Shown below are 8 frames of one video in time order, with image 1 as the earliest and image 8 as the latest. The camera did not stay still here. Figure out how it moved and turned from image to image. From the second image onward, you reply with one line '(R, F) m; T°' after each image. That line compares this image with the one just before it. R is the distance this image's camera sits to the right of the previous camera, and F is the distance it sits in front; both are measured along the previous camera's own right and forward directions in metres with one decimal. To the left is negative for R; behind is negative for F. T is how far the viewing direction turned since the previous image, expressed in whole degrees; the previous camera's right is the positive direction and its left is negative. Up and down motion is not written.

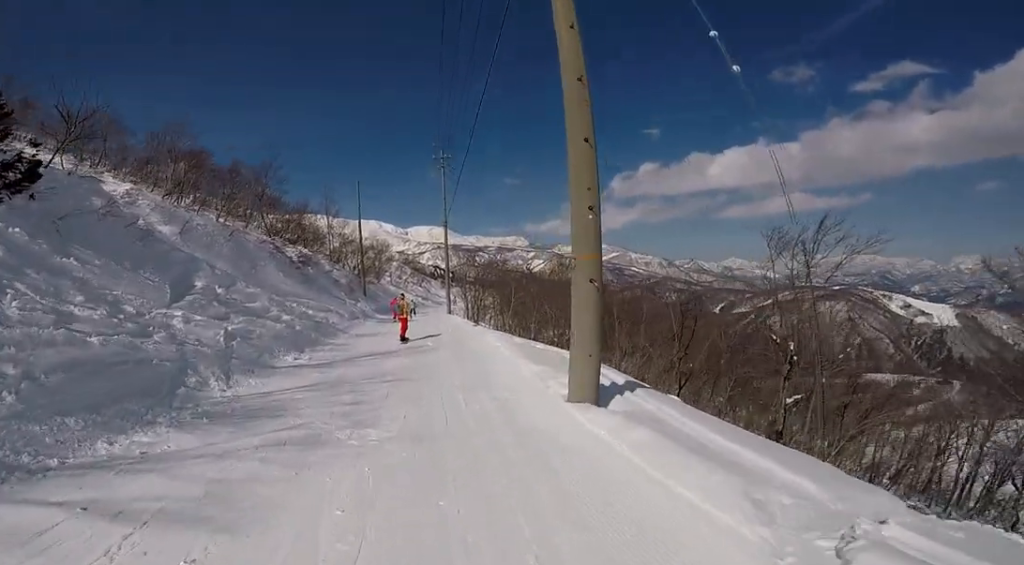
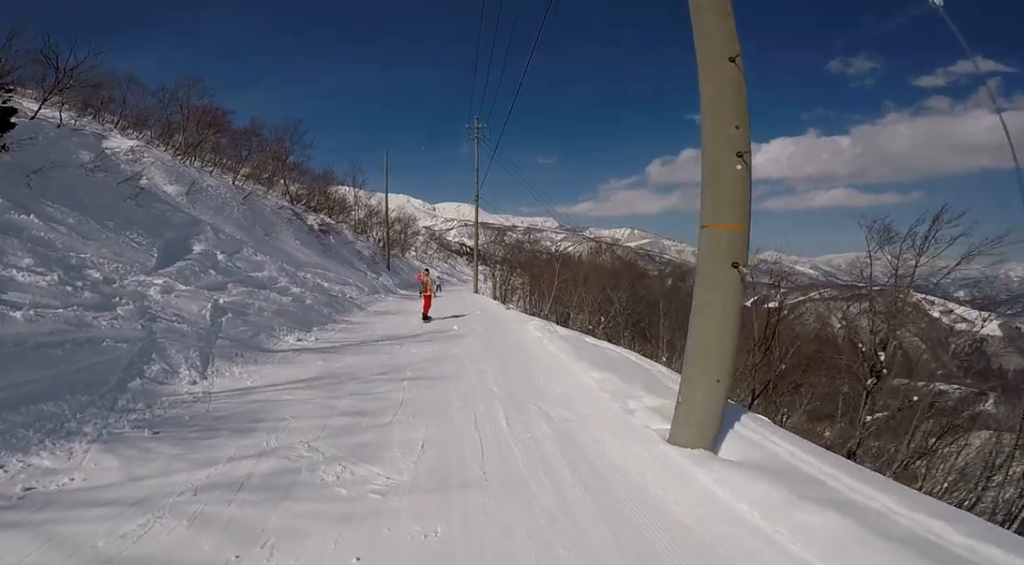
(-0.1, +1.7) m; -2°
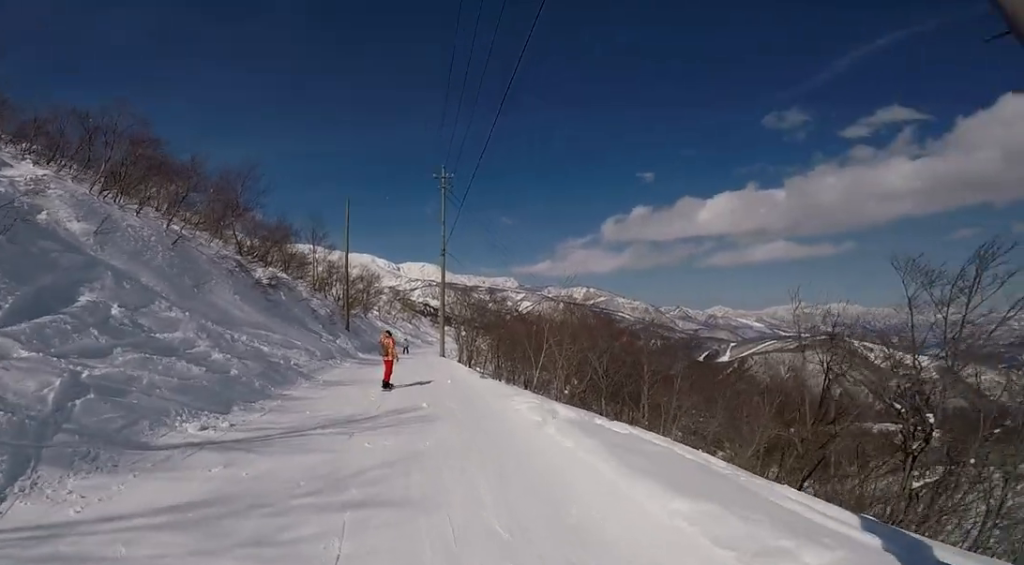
(0.0, +2.6) m; 0°
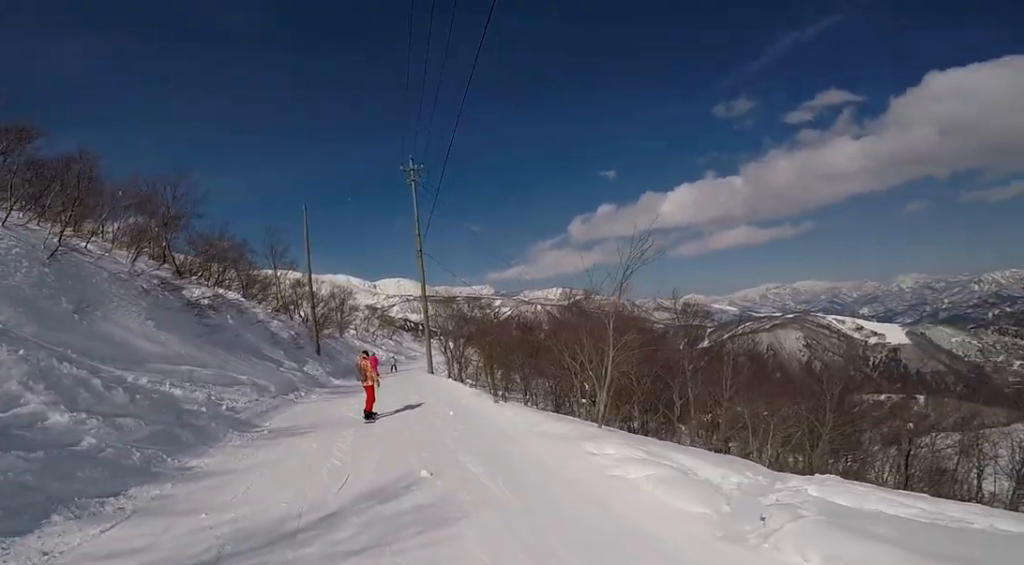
(0.0, +4.1) m; 0°
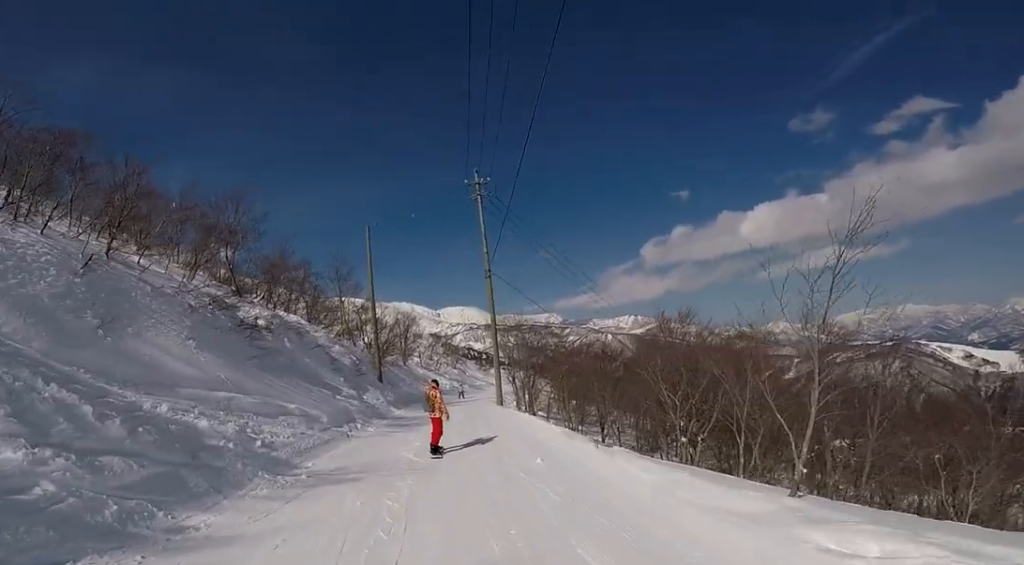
(0.0, +2.1) m; 0°
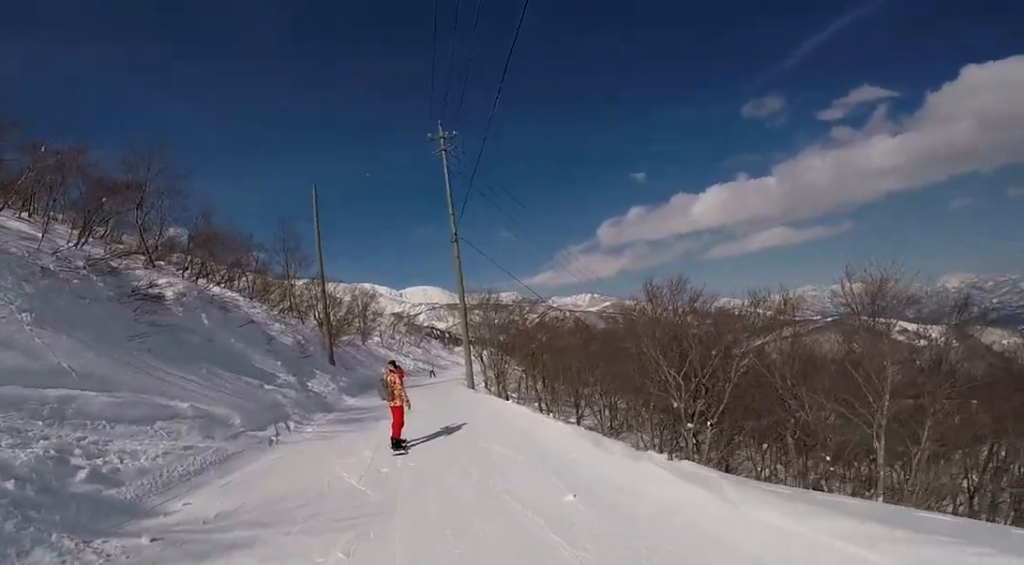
(0.0, +3.4) m; +2°
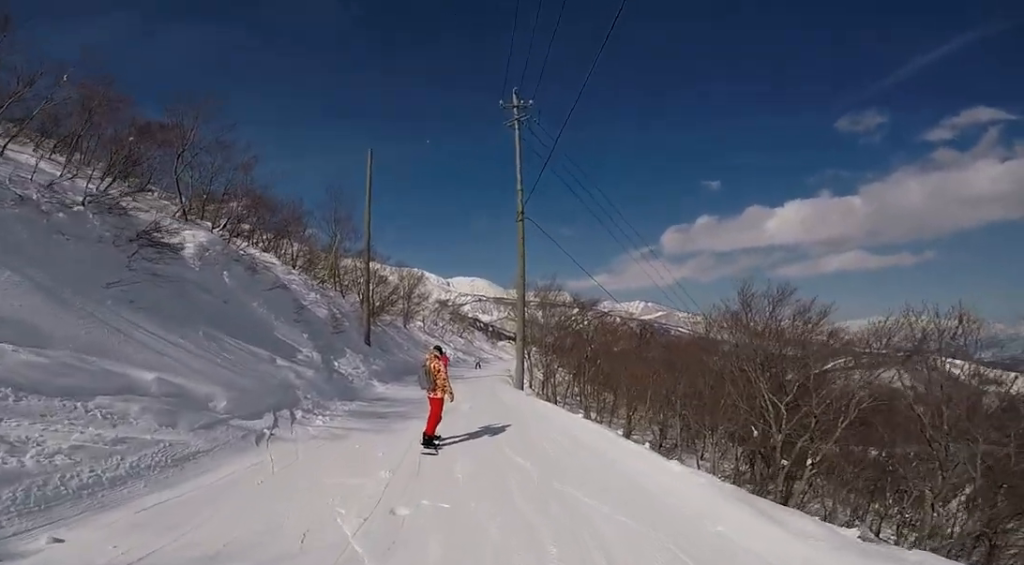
(0.0, +2.5) m; +2°
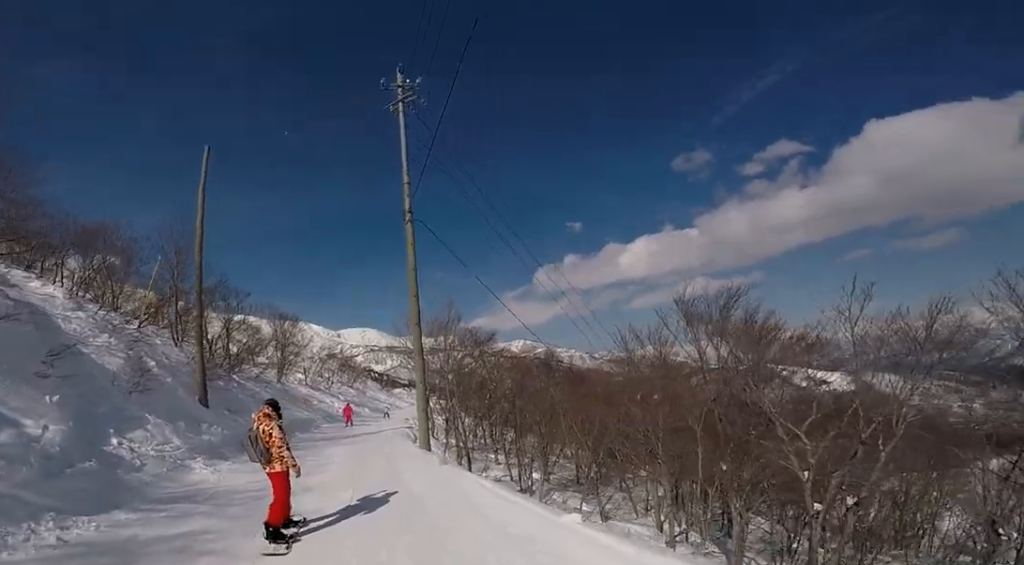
(+0.3, +5.4) m; +3°
